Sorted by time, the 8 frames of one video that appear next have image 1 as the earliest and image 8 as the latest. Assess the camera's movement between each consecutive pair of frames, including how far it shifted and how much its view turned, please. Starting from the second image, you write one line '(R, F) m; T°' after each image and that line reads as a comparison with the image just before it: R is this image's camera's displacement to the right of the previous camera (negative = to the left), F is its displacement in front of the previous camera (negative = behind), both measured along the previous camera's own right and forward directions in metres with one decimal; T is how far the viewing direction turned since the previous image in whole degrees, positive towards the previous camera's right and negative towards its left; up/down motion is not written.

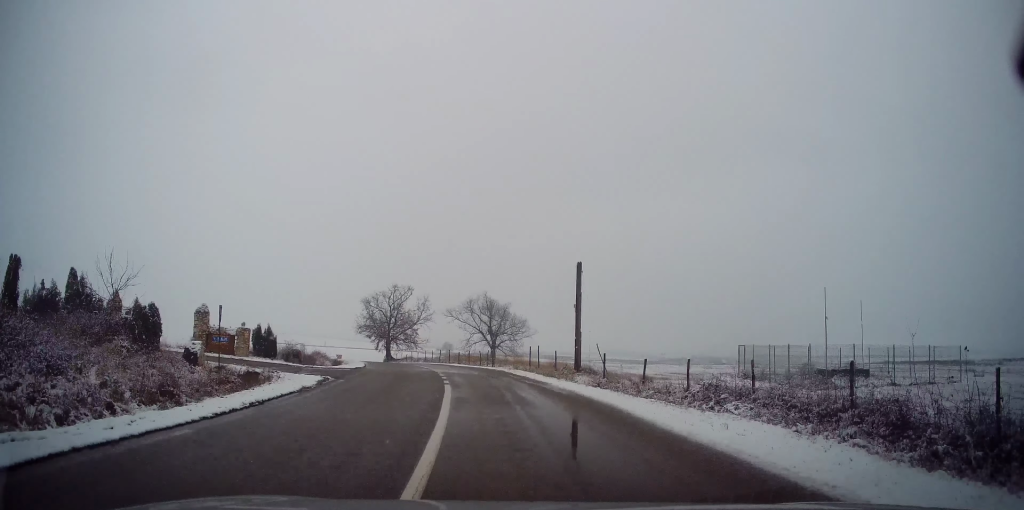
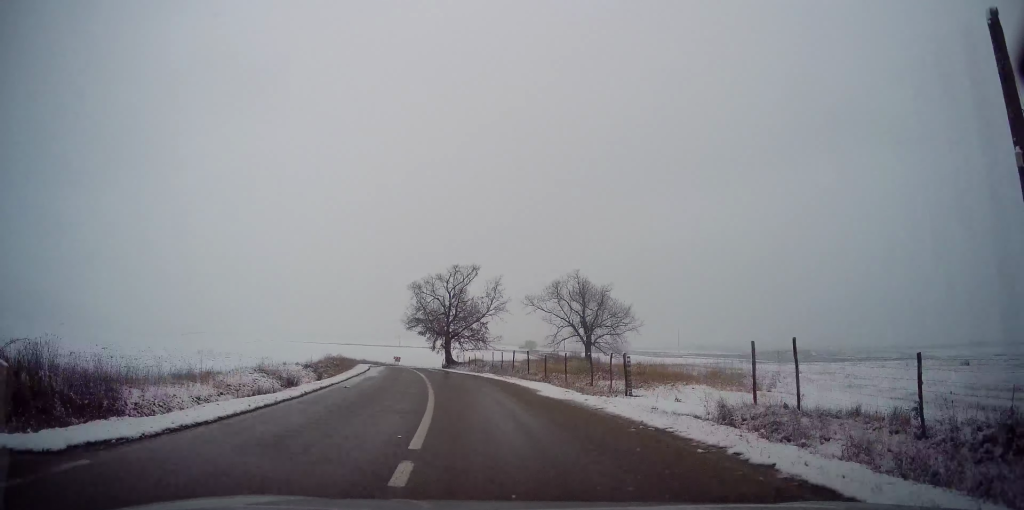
(-0.9, +24.0) m; -7°
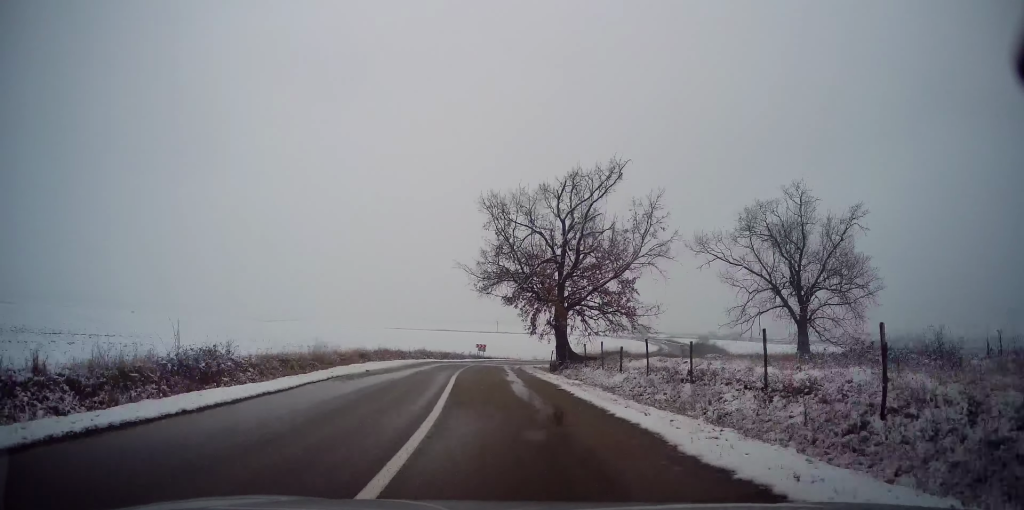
(-4.4, +33.3) m; -11°
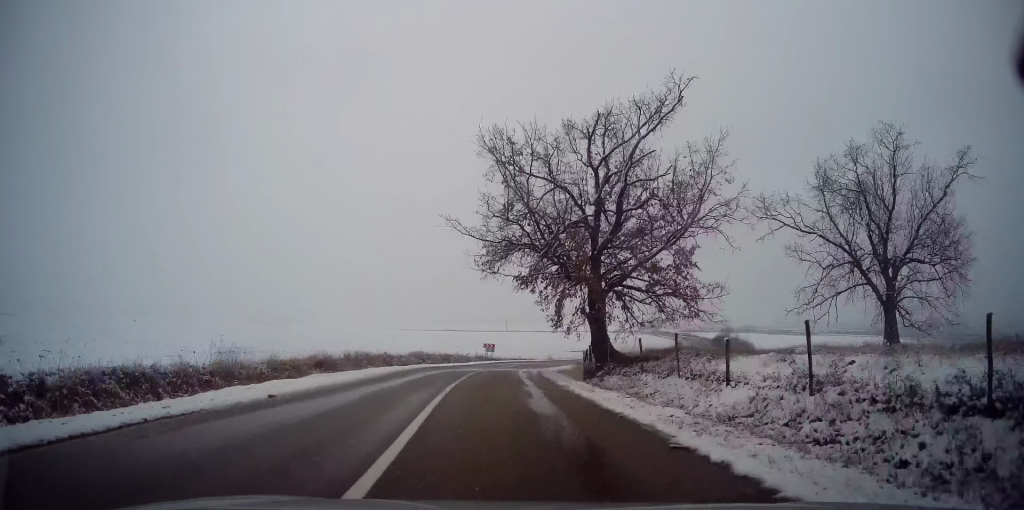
(-0.1, +9.8) m; 0°
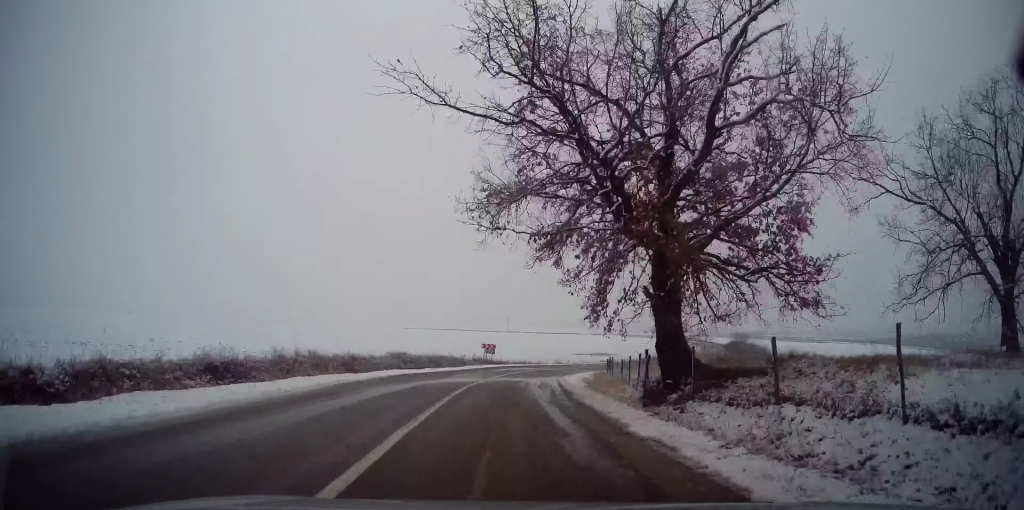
(0.0, +9.8) m; 0°
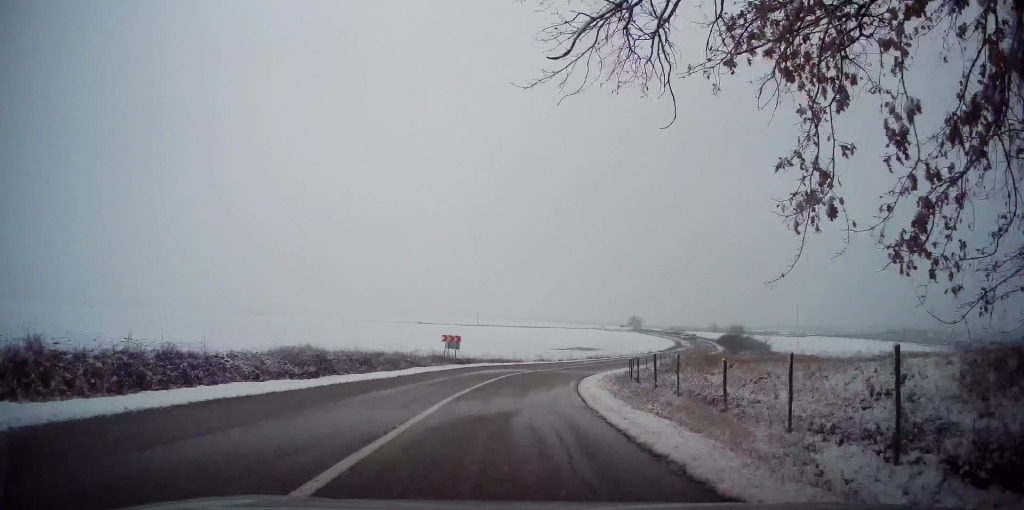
(+0.2, +14.6) m; +2°
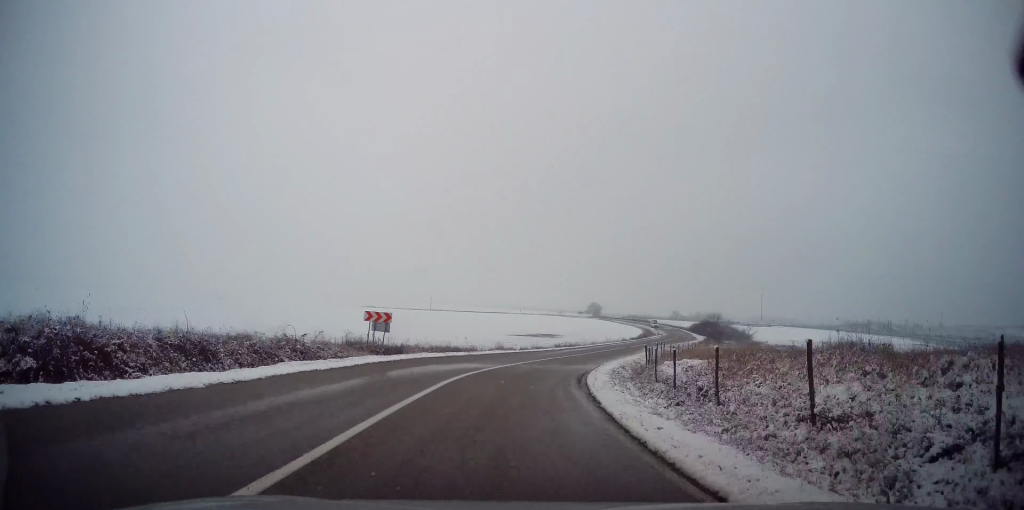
(+0.2, +12.1) m; +4°
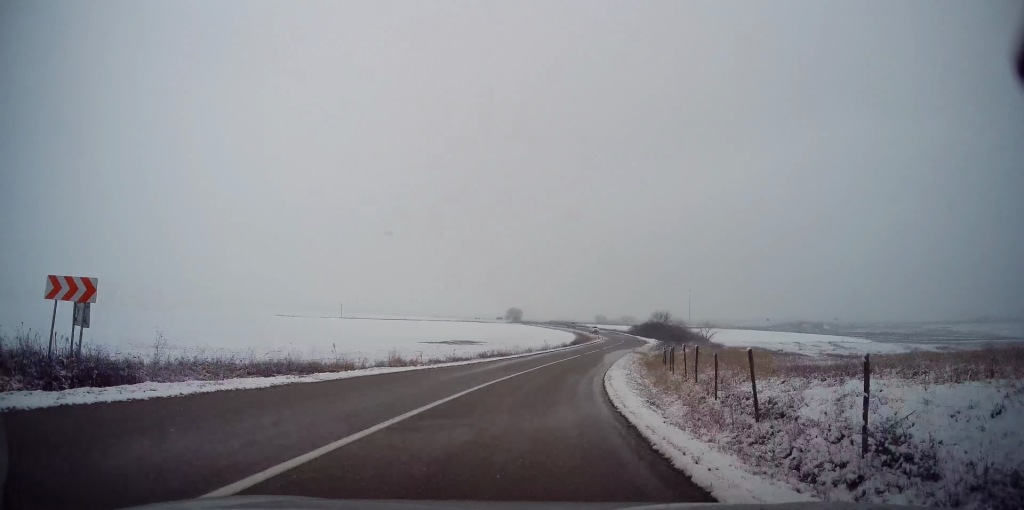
(+1.1, +17.5) m; +10°
